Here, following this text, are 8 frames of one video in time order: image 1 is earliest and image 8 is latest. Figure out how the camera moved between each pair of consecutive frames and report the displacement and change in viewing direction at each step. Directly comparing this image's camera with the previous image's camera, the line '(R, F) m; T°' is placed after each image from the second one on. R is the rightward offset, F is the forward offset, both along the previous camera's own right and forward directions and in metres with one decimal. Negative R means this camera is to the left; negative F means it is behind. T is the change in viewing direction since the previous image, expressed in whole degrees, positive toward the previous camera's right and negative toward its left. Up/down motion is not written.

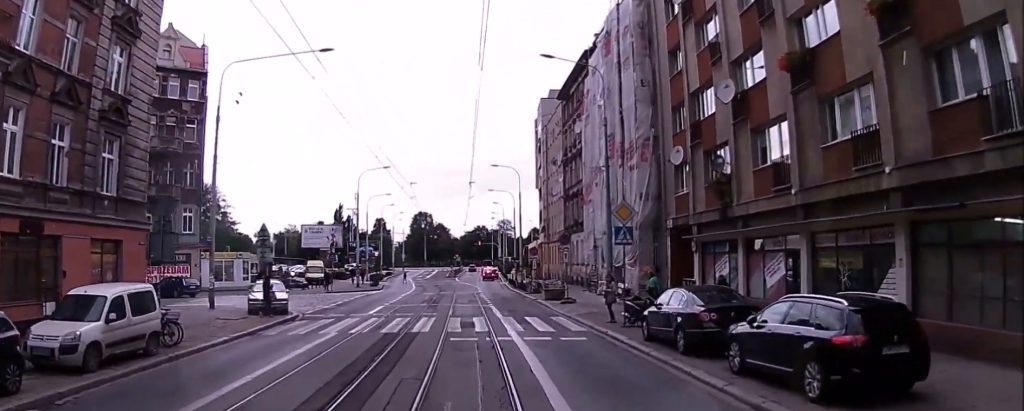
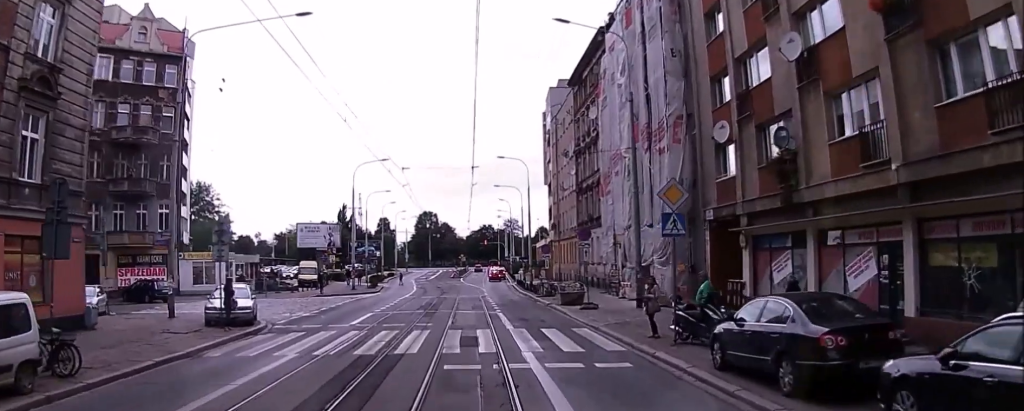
(-0.1, +5.2) m; +1°
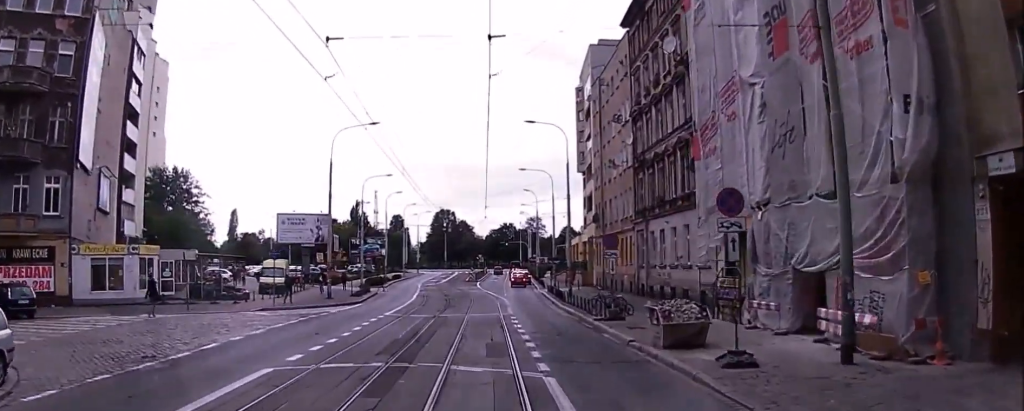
(+0.2, +16.3) m; -1°
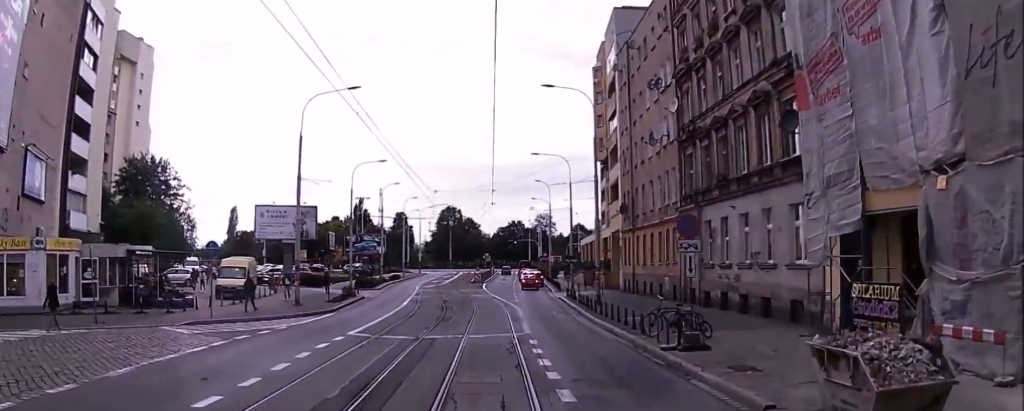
(-0.3, +9.3) m; -1°
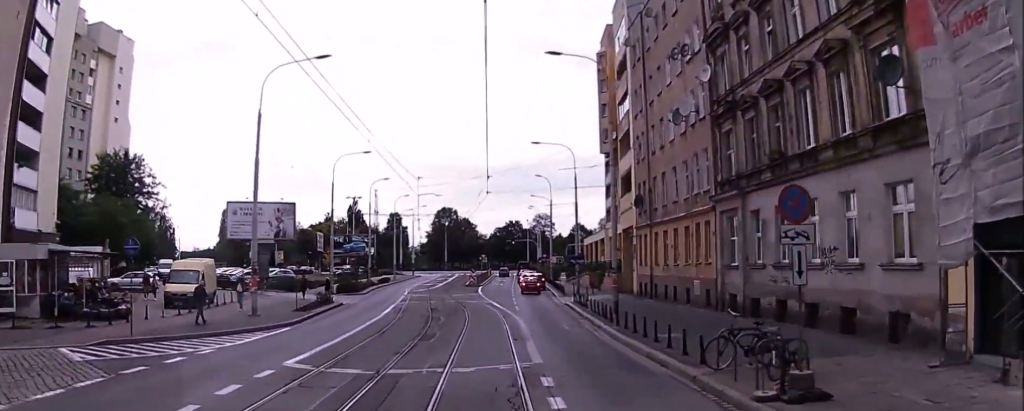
(+0.2, +6.4) m; -1°
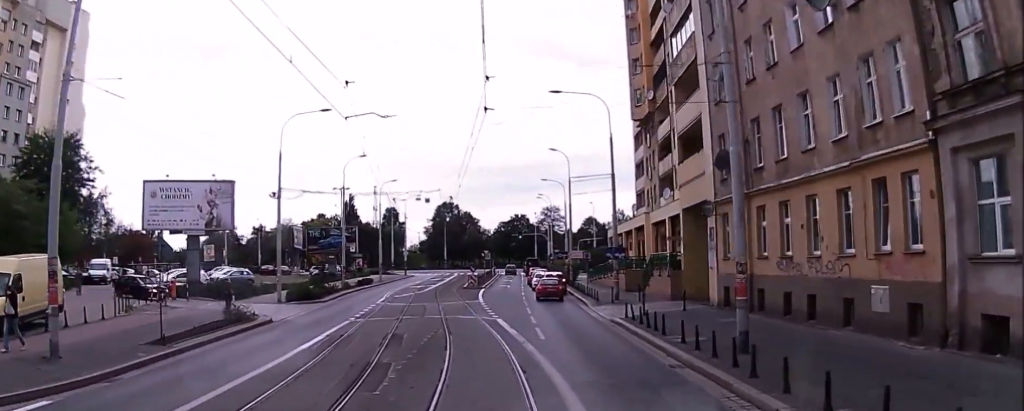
(-0.4, +15.1) m; -1°
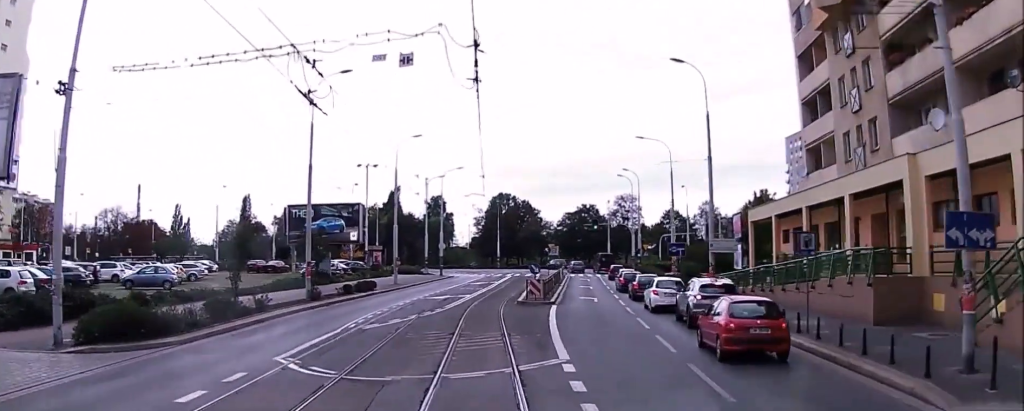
(+0.4, +28.2) m; +1°
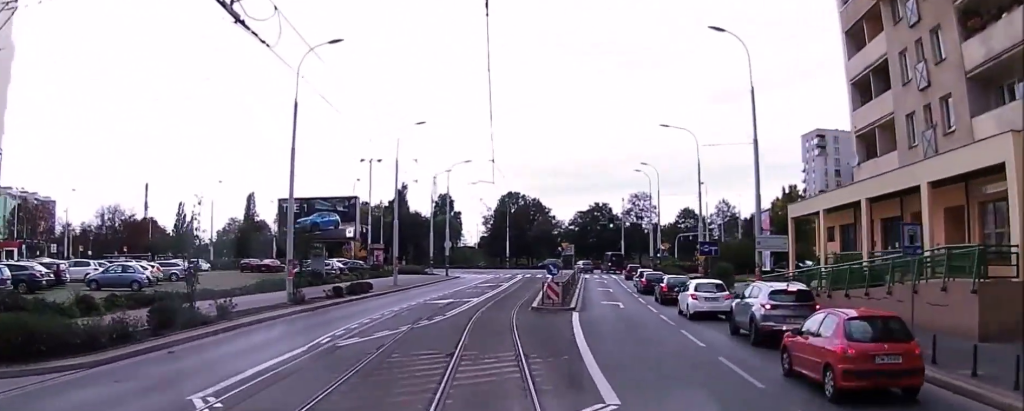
(0.0, +5.2) m; 0°
